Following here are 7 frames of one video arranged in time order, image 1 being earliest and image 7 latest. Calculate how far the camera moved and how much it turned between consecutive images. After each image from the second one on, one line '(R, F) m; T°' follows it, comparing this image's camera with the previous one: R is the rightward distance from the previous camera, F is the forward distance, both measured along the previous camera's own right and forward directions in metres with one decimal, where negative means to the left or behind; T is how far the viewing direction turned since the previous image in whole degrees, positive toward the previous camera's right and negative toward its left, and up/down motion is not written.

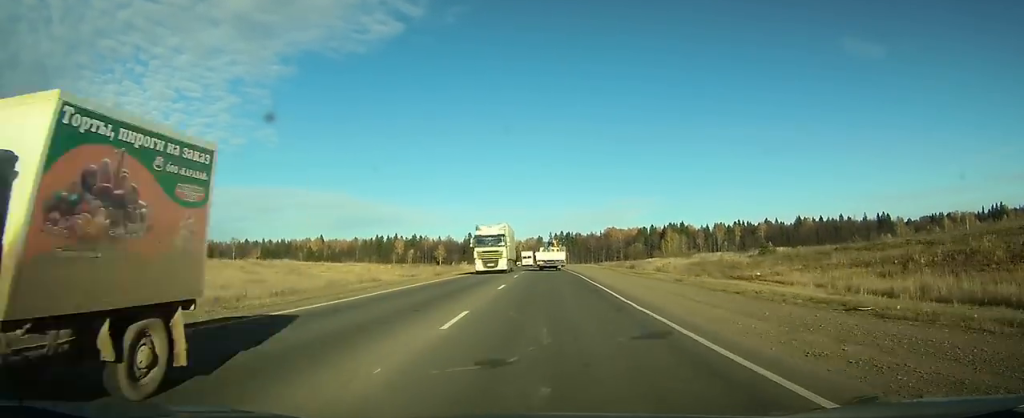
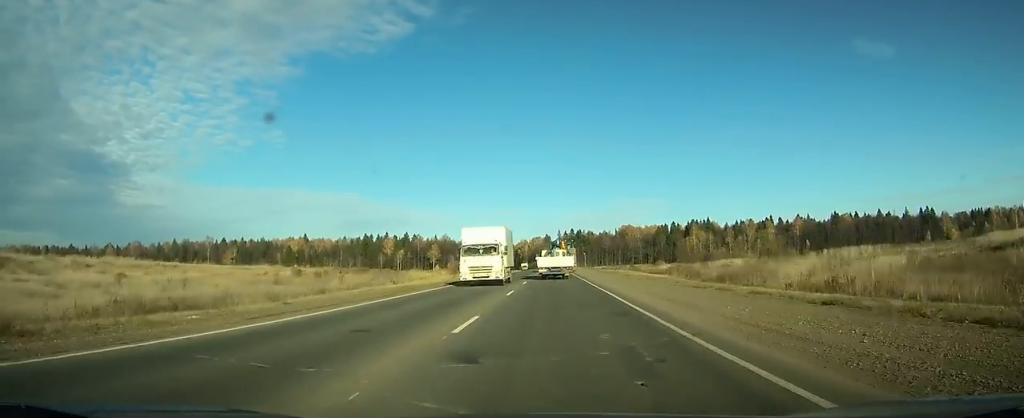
(-0.3, +49.3) m; -1°
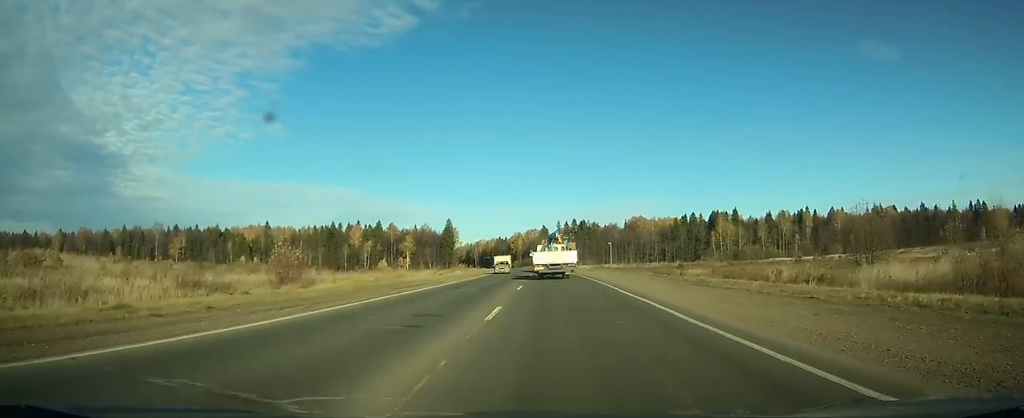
(-0.2, +59.1) m; 0°
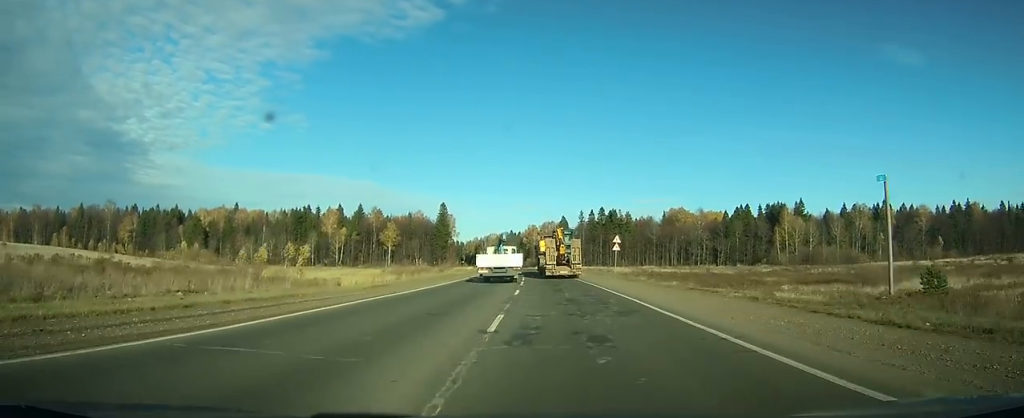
(+0.1, +60.9) m; 0°
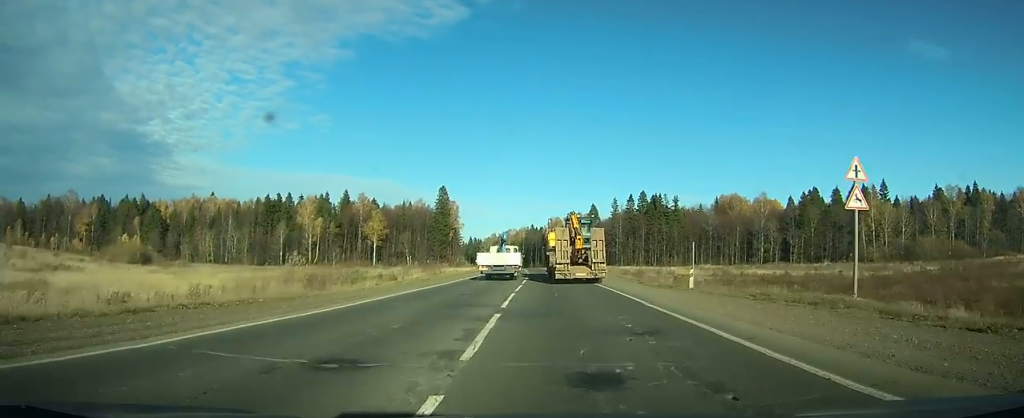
(-0.1, +45.6) m; -1°
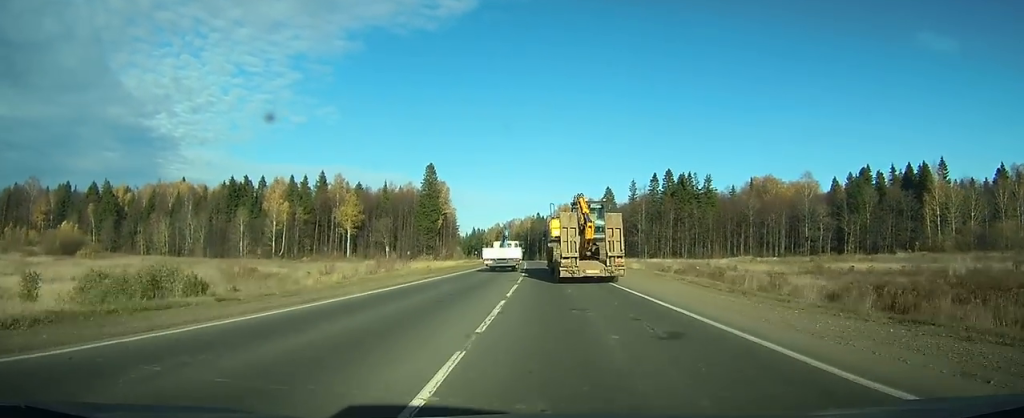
(-0.5, +29.4) m; -2°
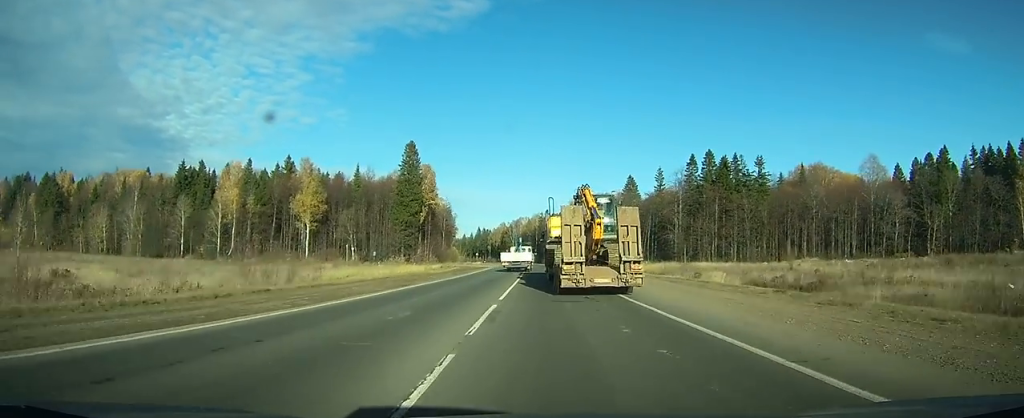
(-0.6, +32.5) m; -2°
